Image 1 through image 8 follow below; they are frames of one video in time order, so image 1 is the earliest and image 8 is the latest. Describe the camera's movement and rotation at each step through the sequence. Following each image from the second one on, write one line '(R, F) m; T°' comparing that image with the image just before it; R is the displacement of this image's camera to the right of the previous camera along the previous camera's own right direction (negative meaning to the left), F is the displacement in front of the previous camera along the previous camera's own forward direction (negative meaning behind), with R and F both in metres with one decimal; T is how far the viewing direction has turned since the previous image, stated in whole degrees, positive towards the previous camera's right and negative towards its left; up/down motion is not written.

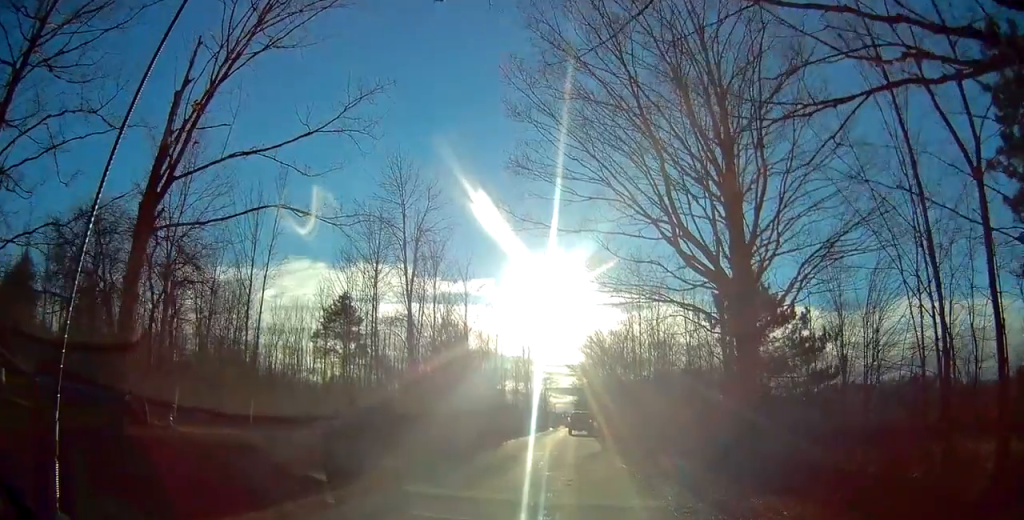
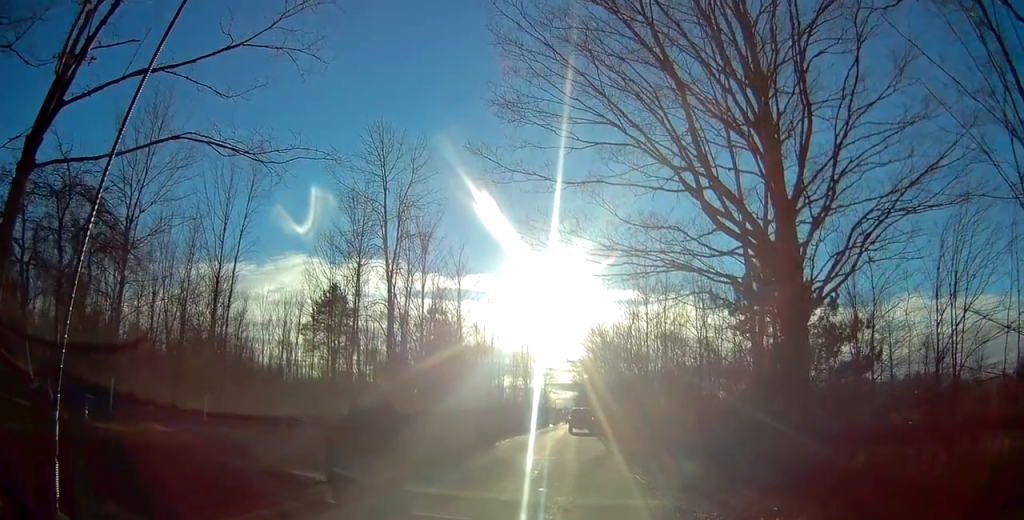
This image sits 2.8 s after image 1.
(+0.5, +2.4) m; 0°
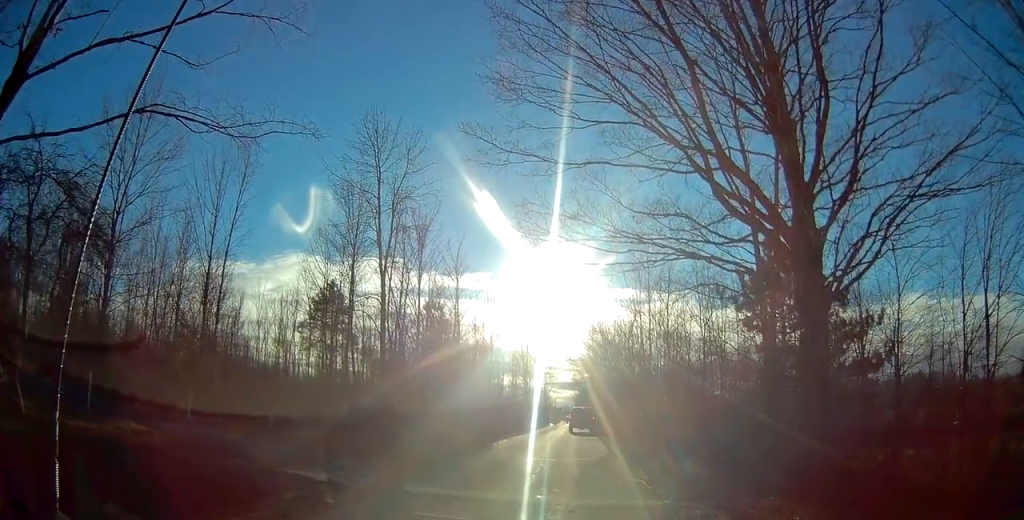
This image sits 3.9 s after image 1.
(-0.3, +1.0) m; 0°
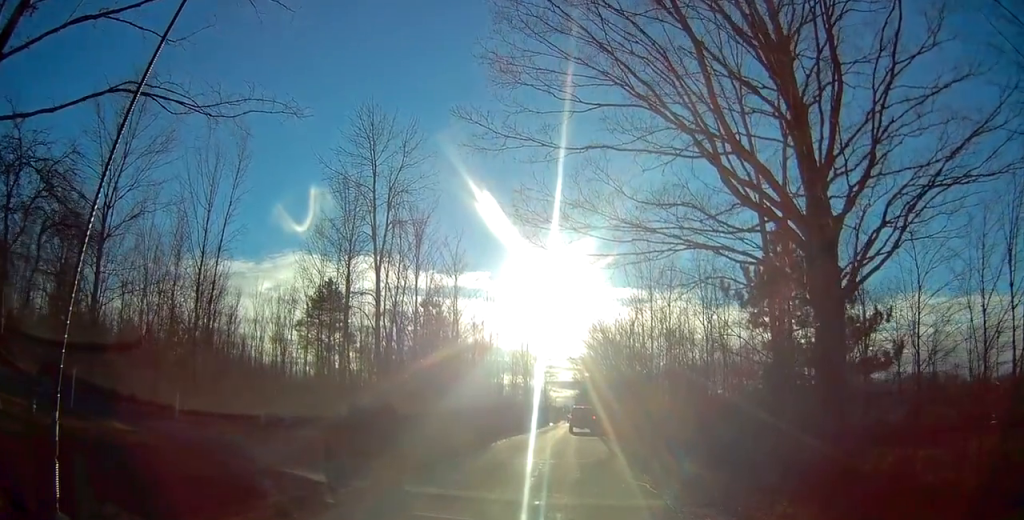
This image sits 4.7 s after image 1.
(-0.2, +0.7) m; 0°
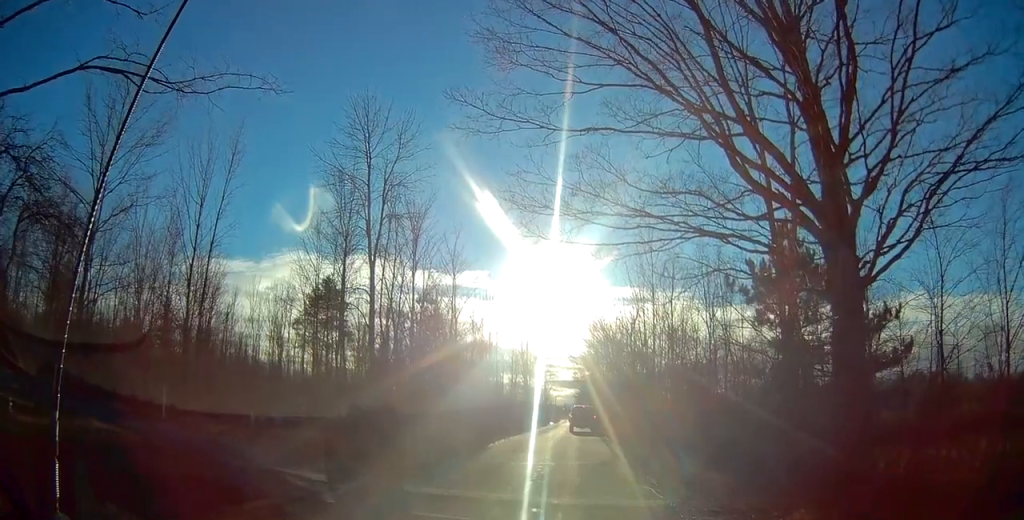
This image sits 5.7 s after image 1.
(-0.2, +0.7) m; 0°
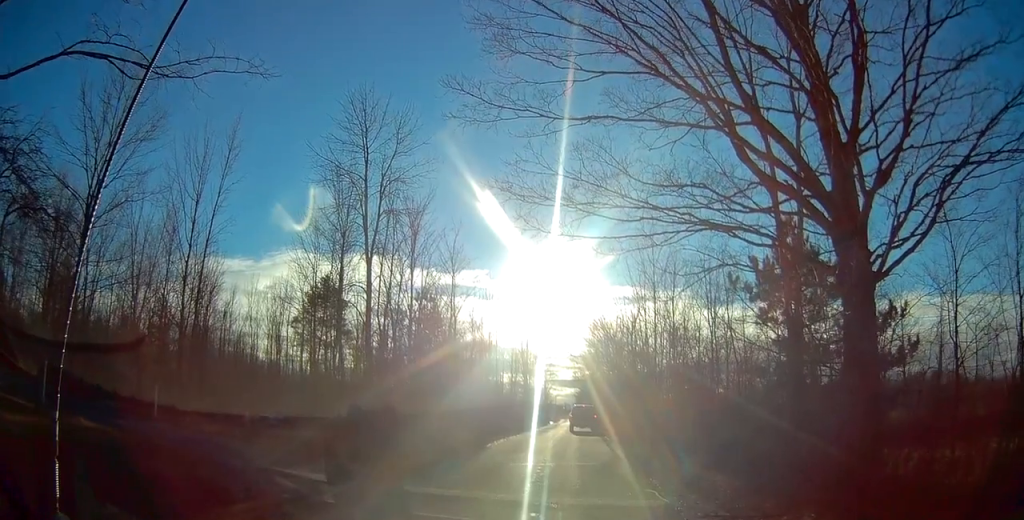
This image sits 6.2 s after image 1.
(-0.1, +0.4) m; 0°
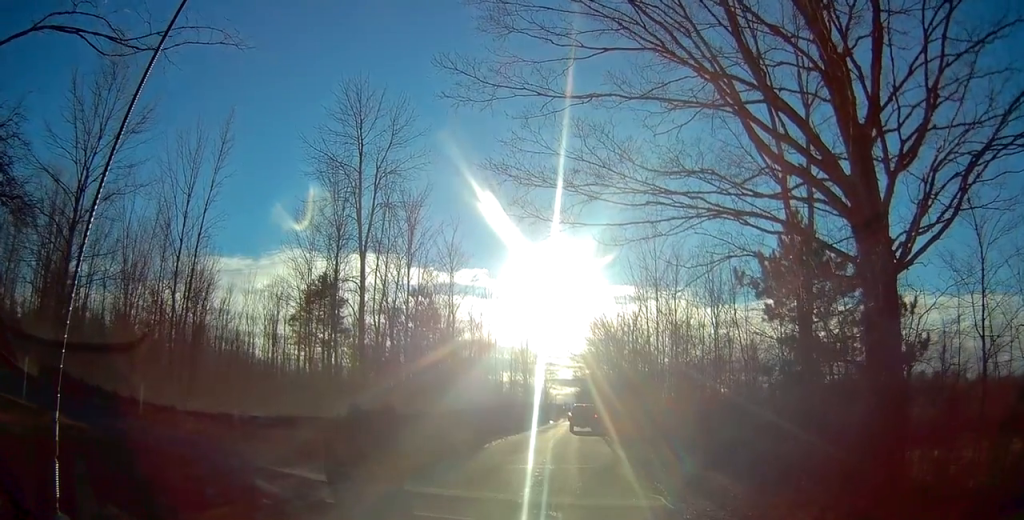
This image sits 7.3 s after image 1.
(-0.2, +0.7) m; 0°
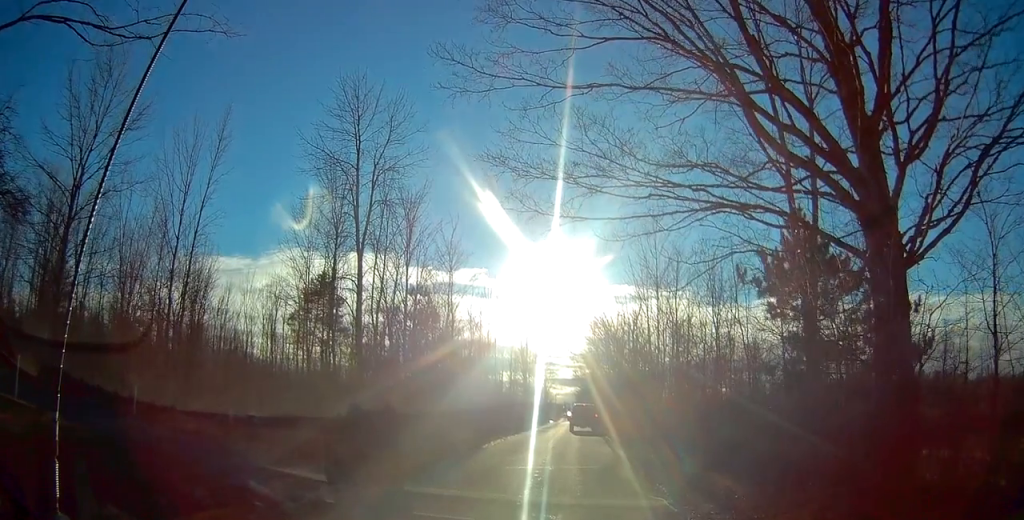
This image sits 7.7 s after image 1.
(-0.1, +0.3) m; 0°
